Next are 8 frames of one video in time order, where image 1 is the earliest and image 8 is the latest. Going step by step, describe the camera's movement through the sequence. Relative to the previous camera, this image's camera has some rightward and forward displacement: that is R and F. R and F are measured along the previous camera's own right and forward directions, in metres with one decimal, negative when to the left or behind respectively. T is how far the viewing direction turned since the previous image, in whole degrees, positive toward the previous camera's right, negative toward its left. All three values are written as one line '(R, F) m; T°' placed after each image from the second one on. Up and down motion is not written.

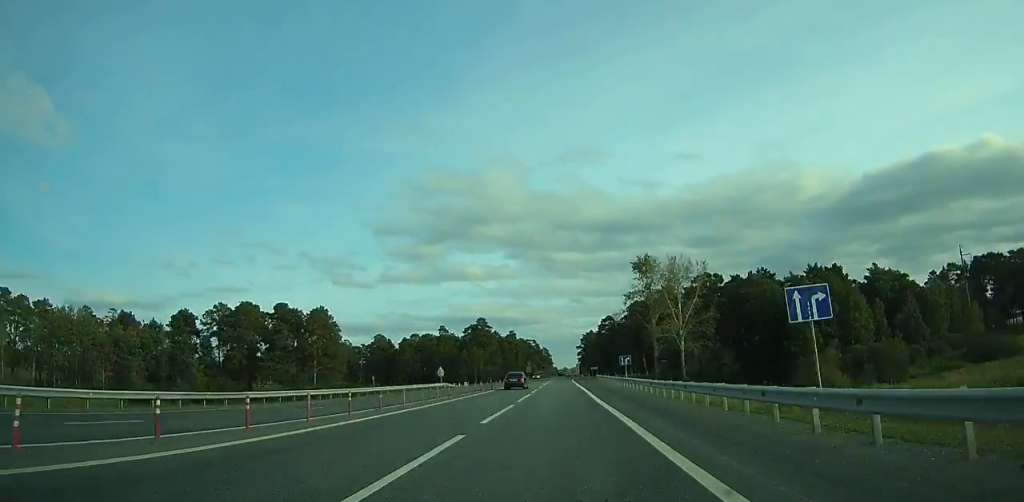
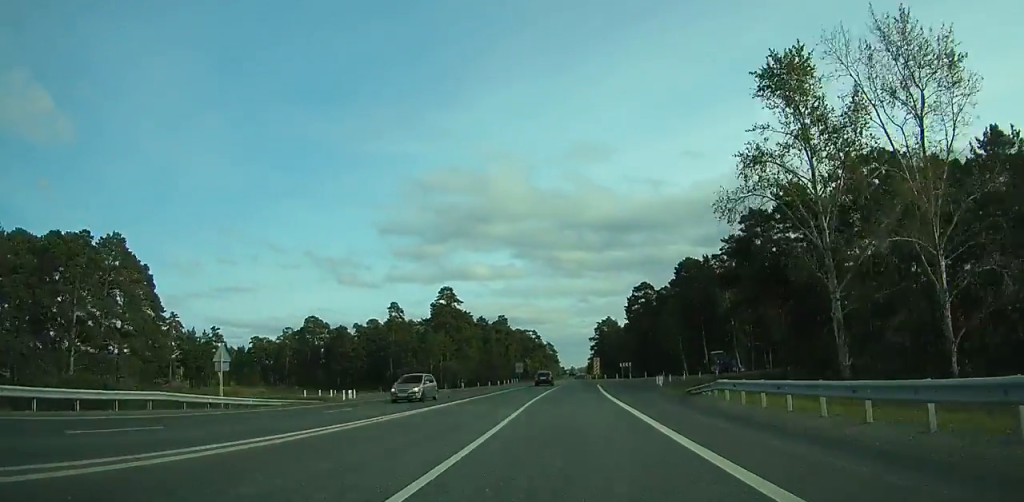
(-0.2, +60.4) m; 0°
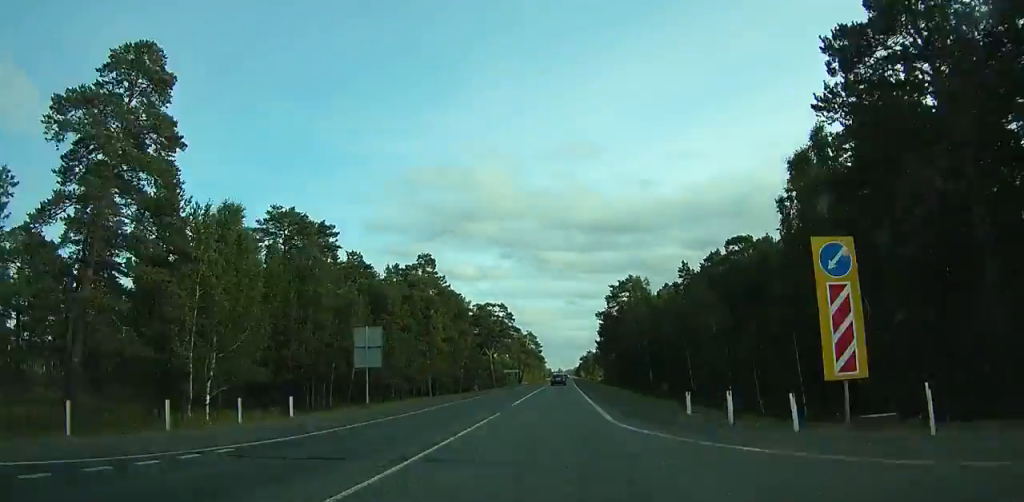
(-0.1, +84.0) m; -3°
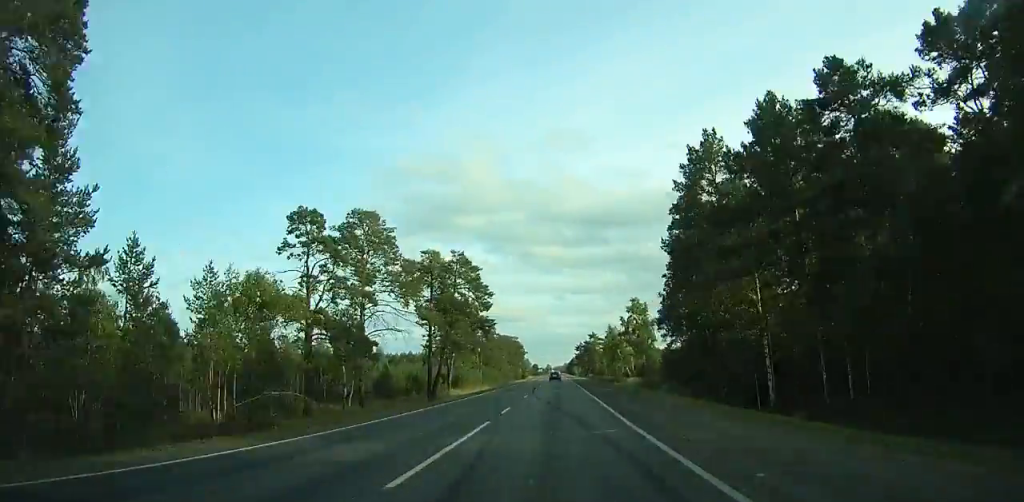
(-14.4, +124.9) m; +2°
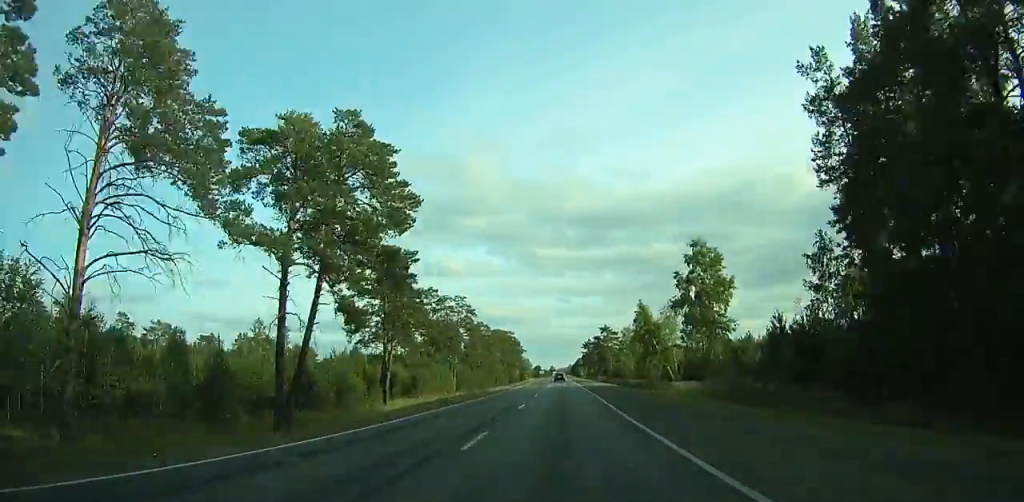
(+4.9, +42.4) m; +4°
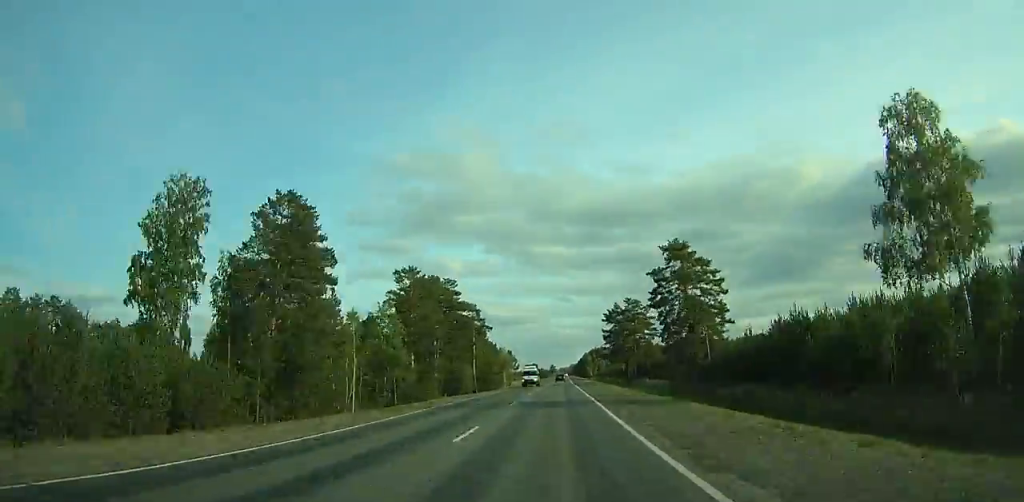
(+15.9, +128.1) m; +2°
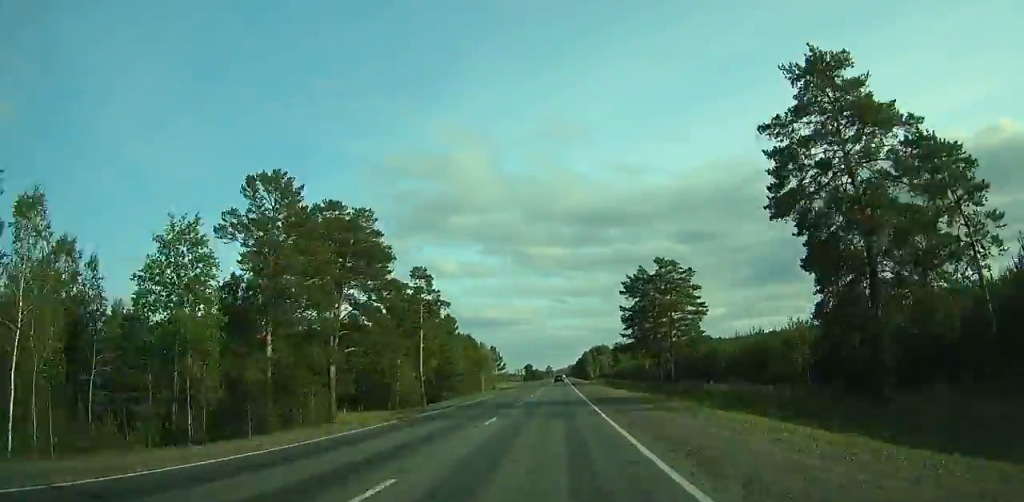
(-1.3, +46.0) m; -3°
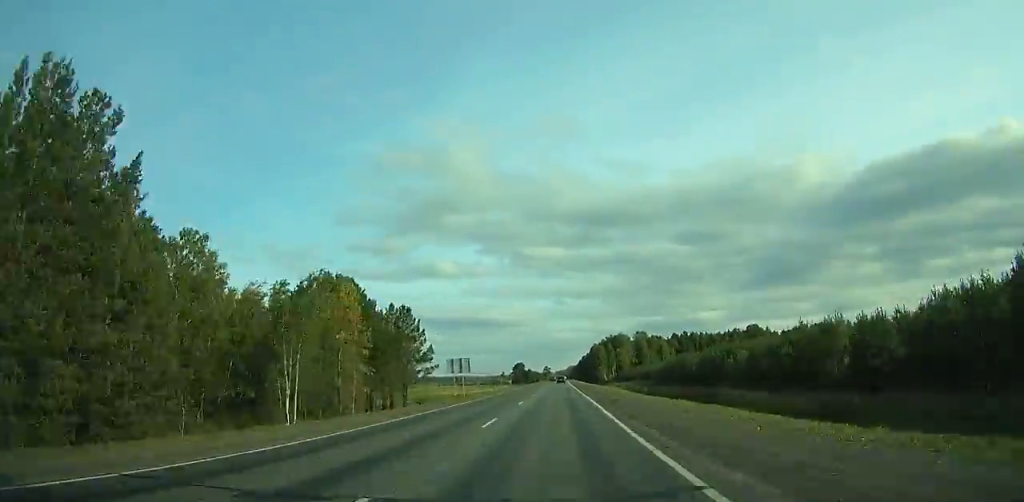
(-3.3, +102.7) m; -2°
